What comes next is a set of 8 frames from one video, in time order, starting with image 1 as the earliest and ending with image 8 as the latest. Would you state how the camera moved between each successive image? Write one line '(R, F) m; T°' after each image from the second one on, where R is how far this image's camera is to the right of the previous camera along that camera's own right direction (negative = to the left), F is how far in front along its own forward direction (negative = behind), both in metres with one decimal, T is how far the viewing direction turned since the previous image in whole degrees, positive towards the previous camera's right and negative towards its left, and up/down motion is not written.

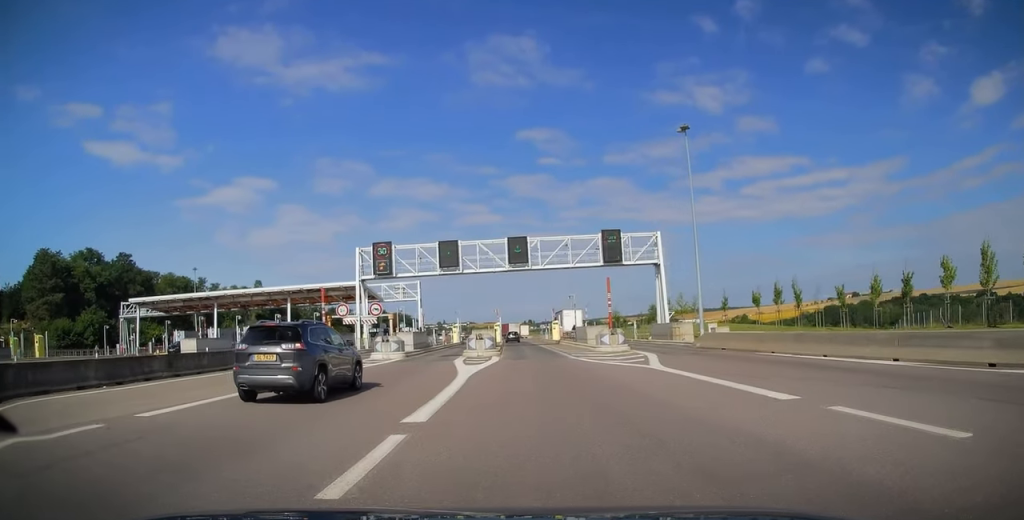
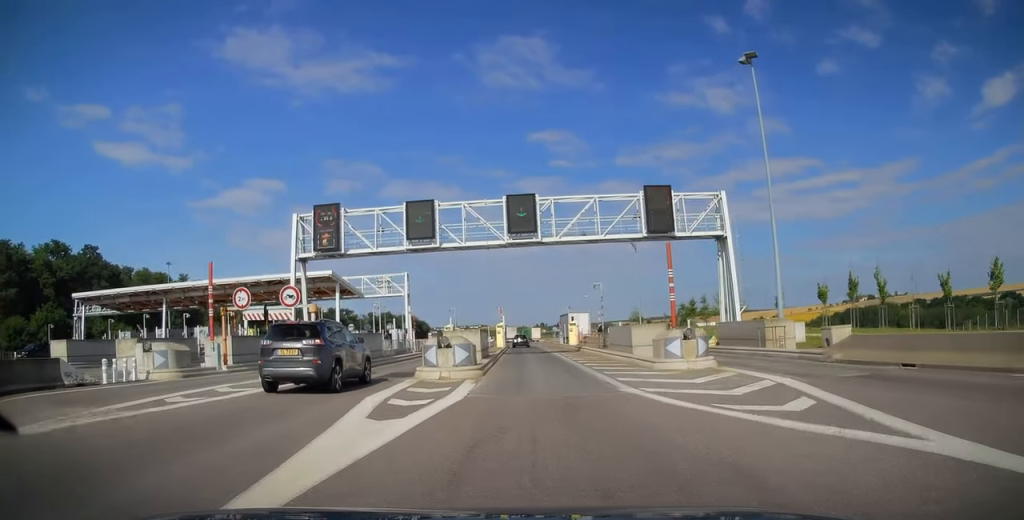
(-0.2, +14.5) m; +1°
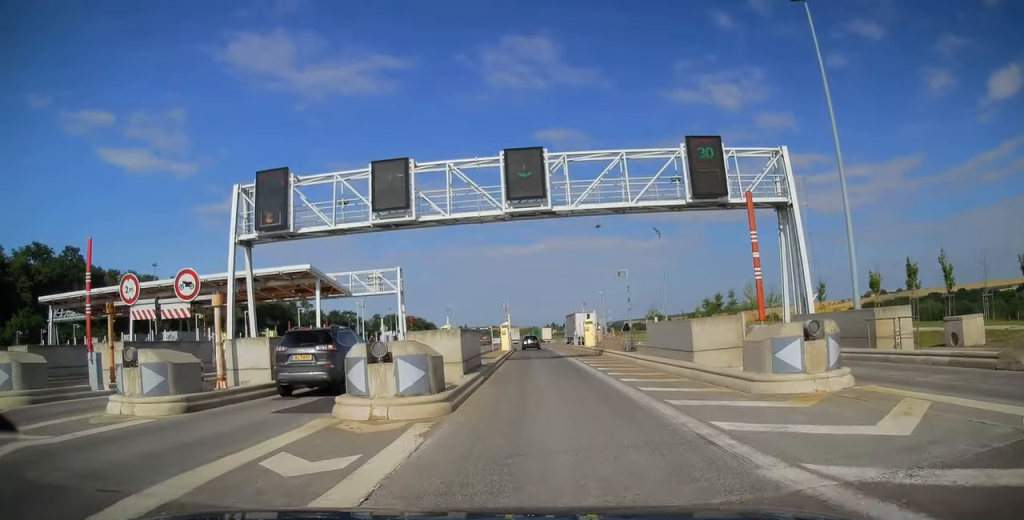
(+0.3, +7.7) m; 0°
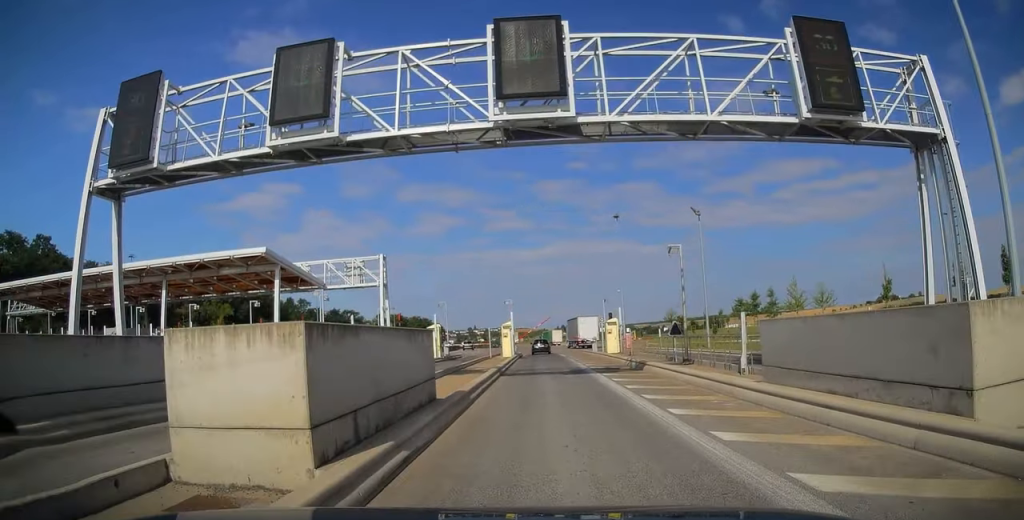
(-0.3, +10.2) m; -5°
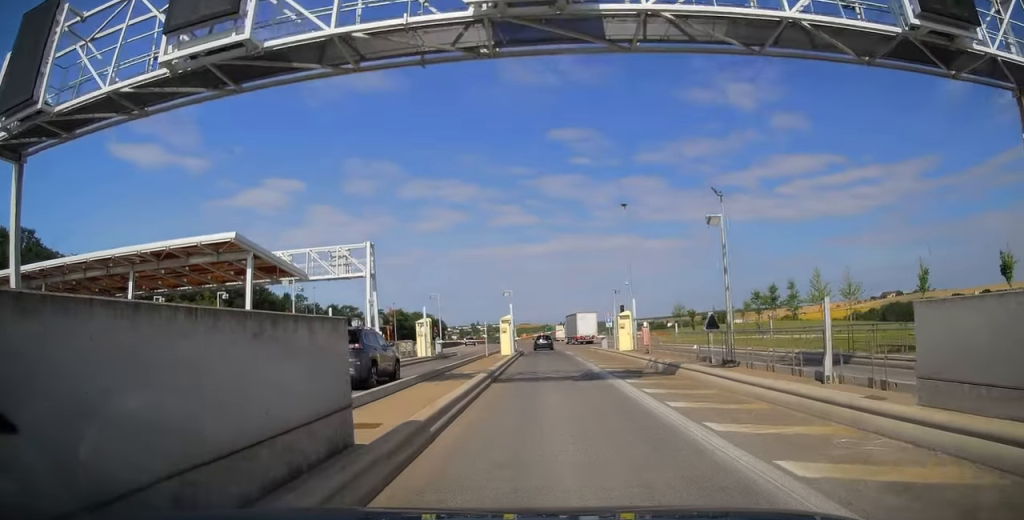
(-0.2, +4.6) m; -1°
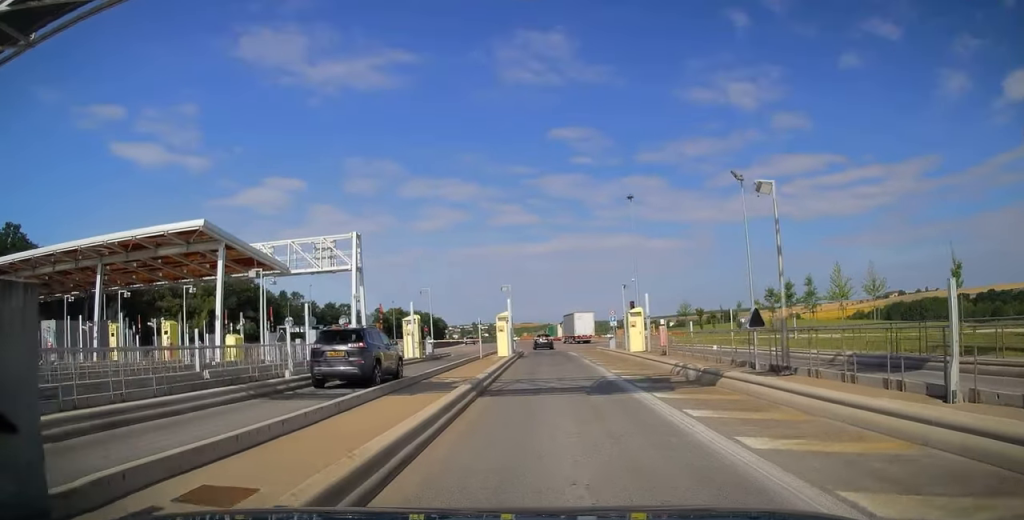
(-0.2, +3.8) m; 0°
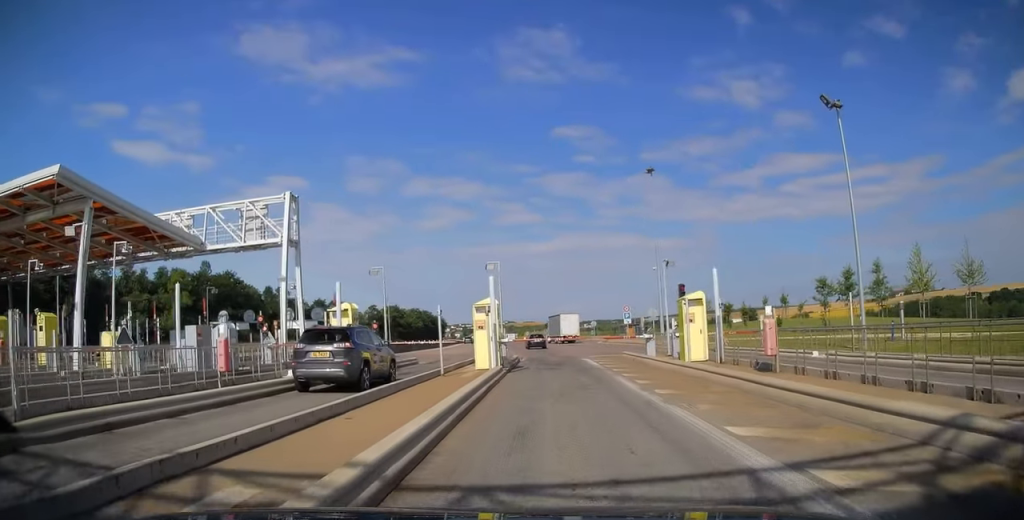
(+0.6, +11.1) m; +7°
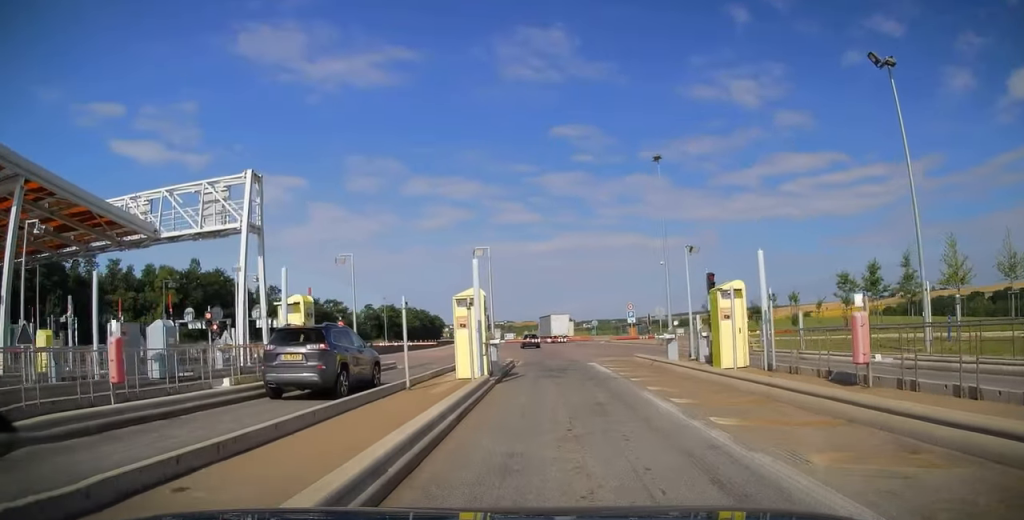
(+0.2, +4.0) m; +2°
